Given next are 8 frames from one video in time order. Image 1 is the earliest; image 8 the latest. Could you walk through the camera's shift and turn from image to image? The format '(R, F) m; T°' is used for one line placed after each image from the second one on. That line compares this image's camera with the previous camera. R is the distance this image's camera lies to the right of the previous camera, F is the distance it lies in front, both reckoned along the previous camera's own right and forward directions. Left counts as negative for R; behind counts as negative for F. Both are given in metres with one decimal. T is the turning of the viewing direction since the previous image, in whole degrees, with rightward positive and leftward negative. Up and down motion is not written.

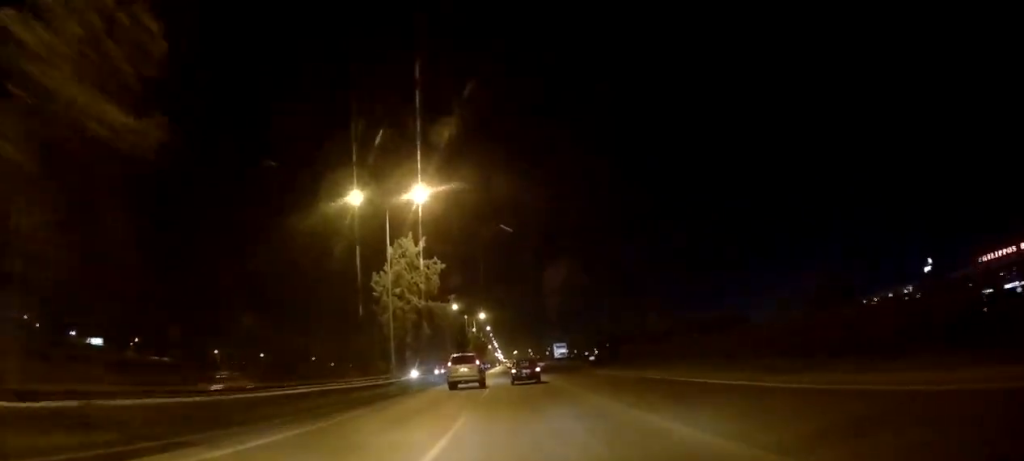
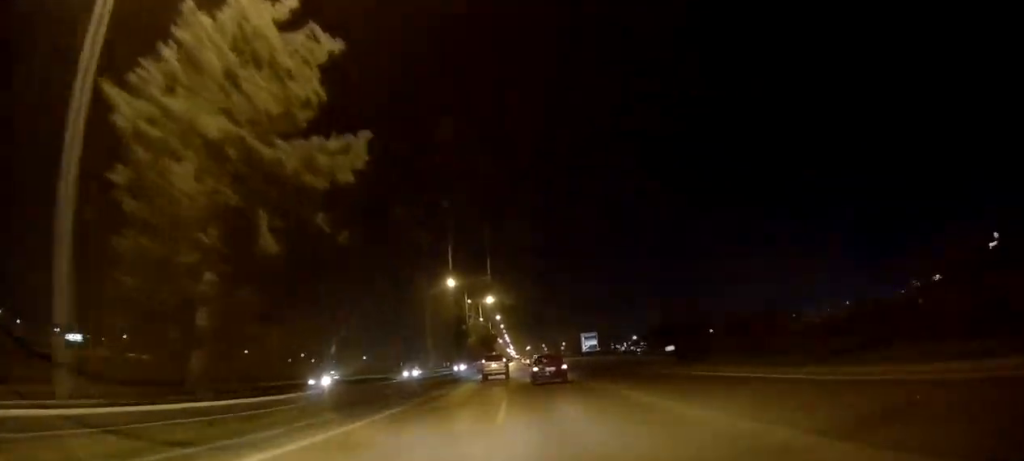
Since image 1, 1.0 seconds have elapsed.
(-0.2, +28.9) m; -1°
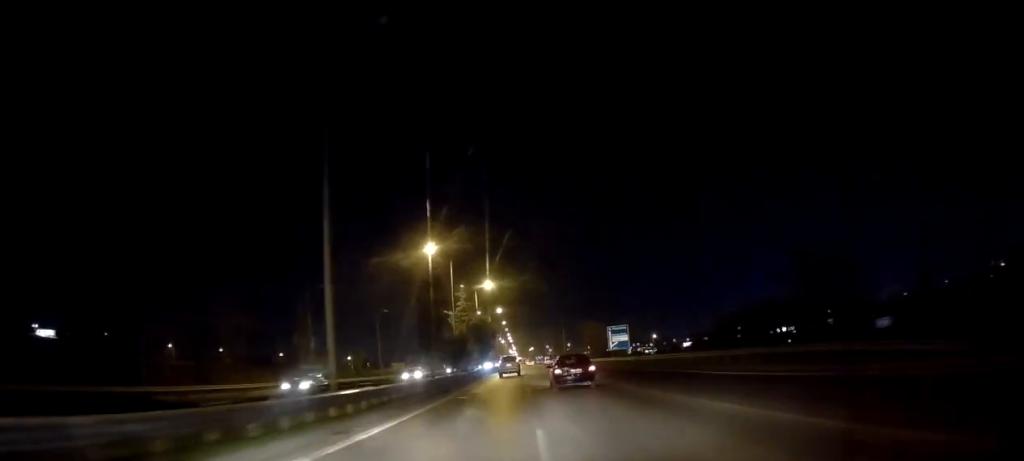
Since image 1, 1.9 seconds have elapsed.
(-0.5, +24.9) m; 0°
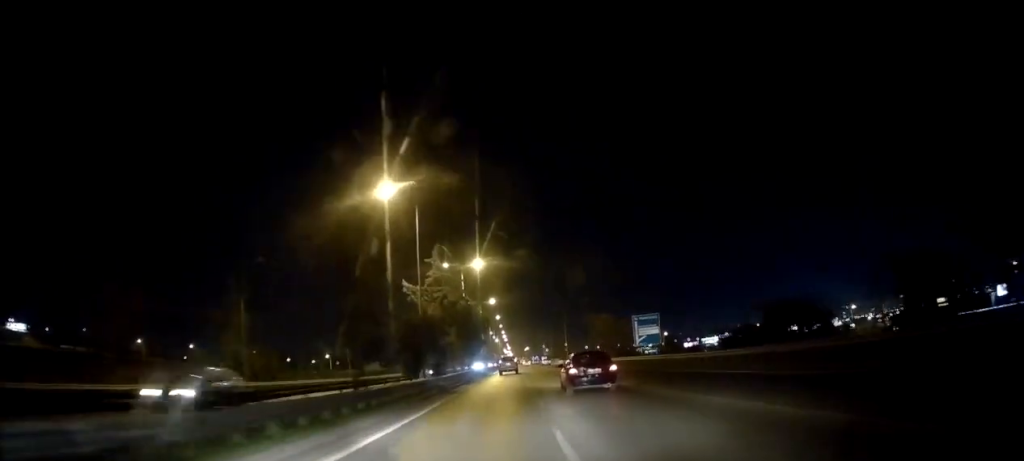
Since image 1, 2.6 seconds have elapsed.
(+0.1, +18.6) m; +1°
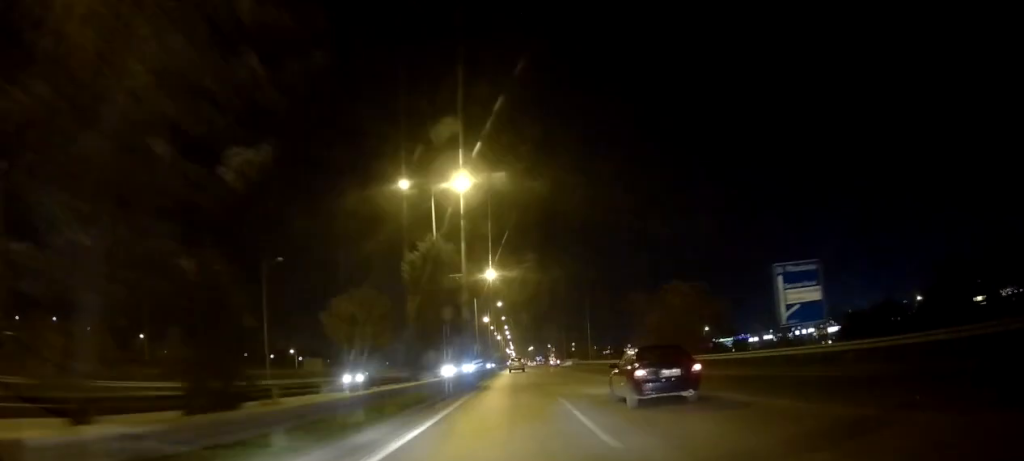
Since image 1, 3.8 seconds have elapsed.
(+0.4, +32.0) m; 0°
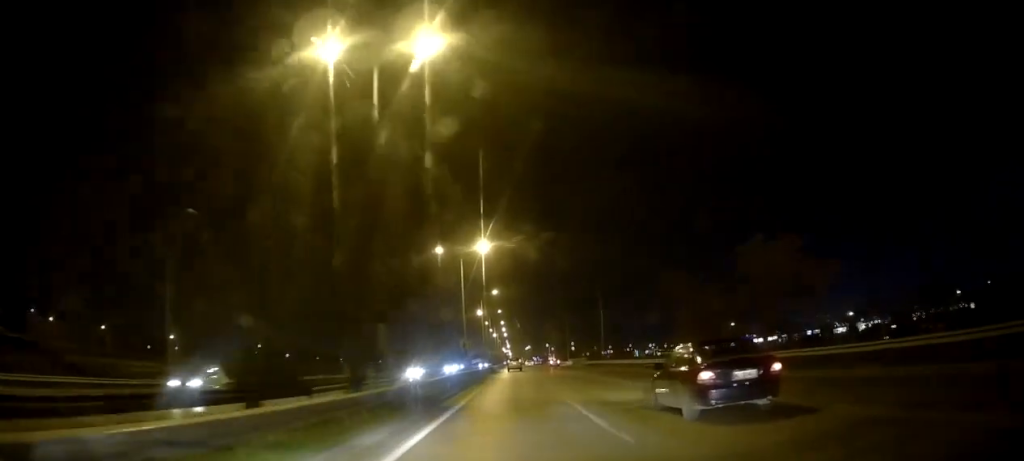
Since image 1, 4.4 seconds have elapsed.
(-0.3, +17.6) m; 0°
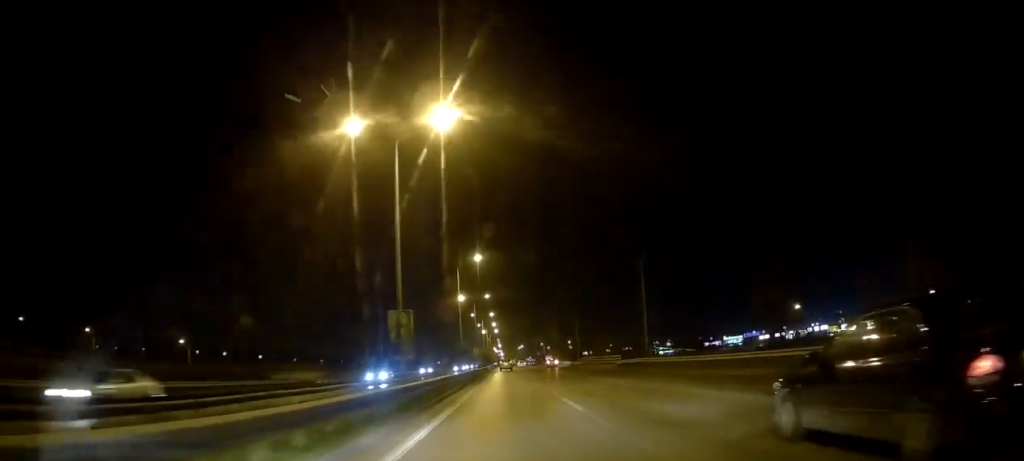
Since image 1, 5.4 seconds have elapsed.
(+0.3, +30.2) m; +1°
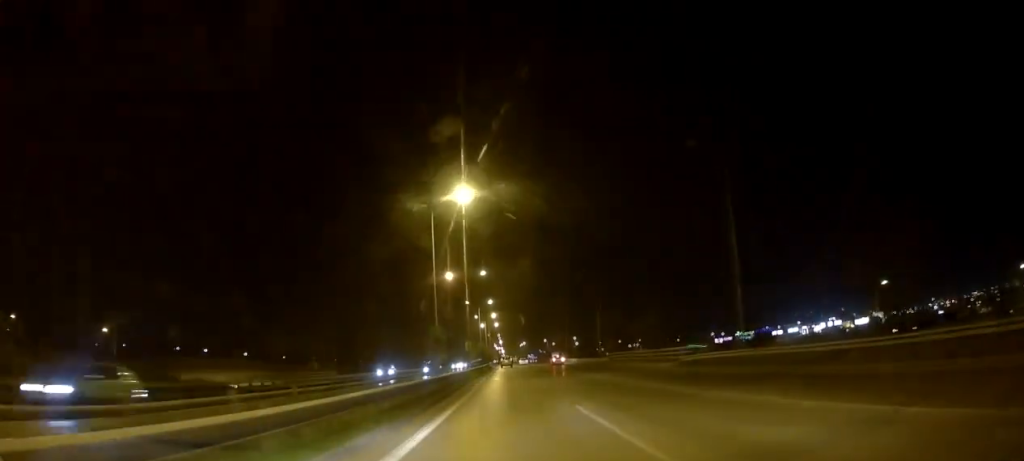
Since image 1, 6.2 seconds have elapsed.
(+0.2, +22.3) m; 0°
